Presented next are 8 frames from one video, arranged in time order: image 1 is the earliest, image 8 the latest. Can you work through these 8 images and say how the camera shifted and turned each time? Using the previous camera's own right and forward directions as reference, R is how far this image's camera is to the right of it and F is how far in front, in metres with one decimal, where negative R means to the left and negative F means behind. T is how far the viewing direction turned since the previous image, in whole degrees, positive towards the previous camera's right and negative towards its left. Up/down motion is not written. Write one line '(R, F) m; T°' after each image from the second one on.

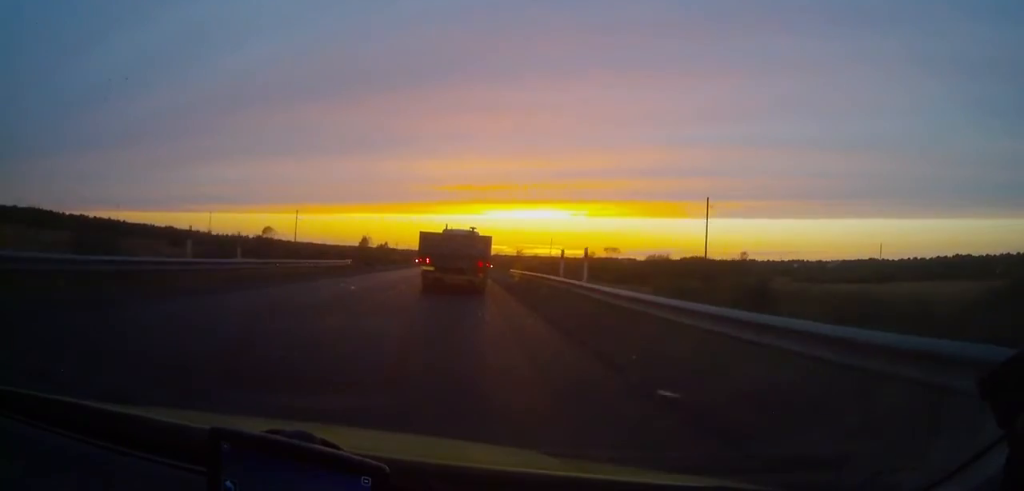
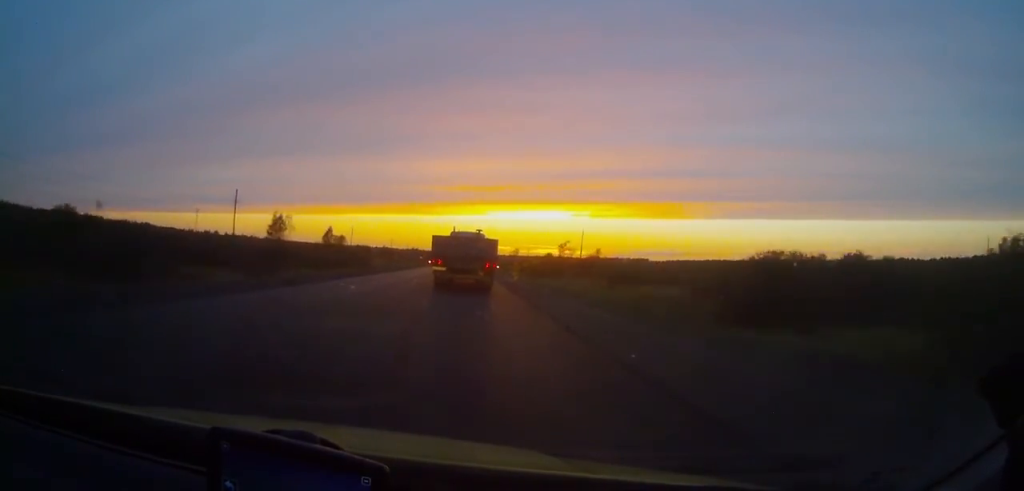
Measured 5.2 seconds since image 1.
(-0.3, +99.3) m; 0°
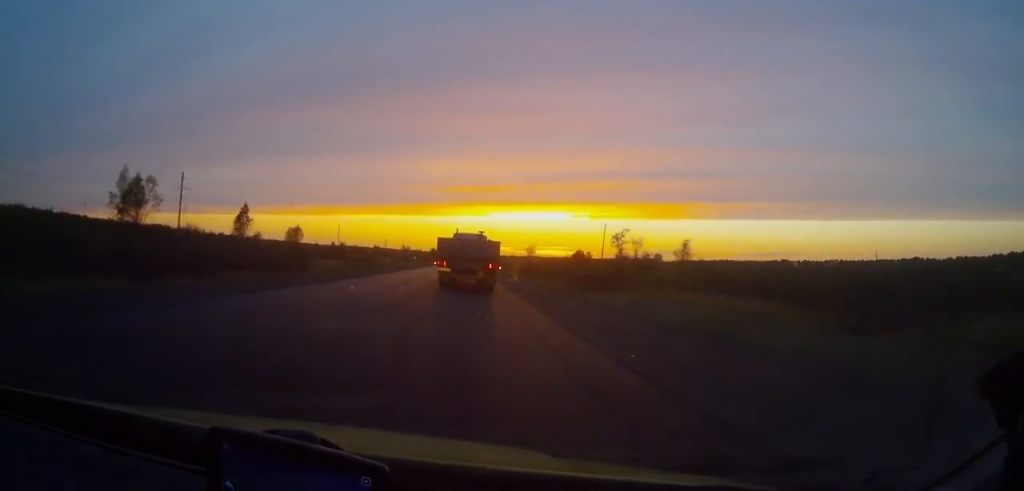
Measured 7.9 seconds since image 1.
(-0.1, +50.7) m; 0°
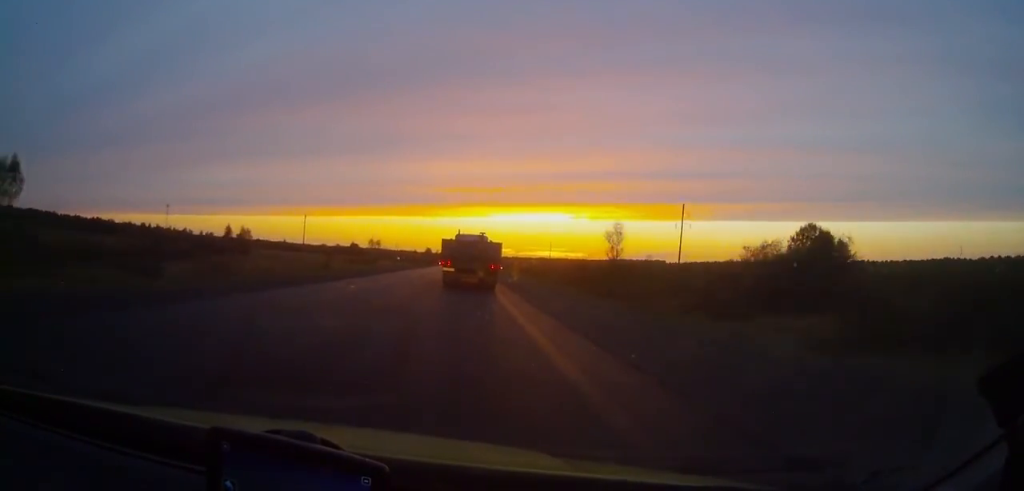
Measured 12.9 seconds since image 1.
(+0.5, +96.6) m; 0°
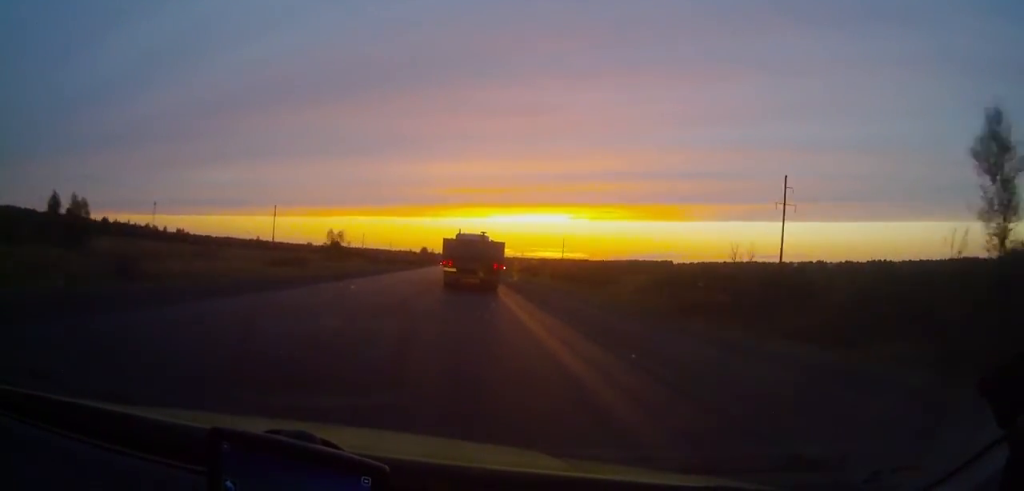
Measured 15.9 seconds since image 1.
(-0.1, +56.4) m; 0°
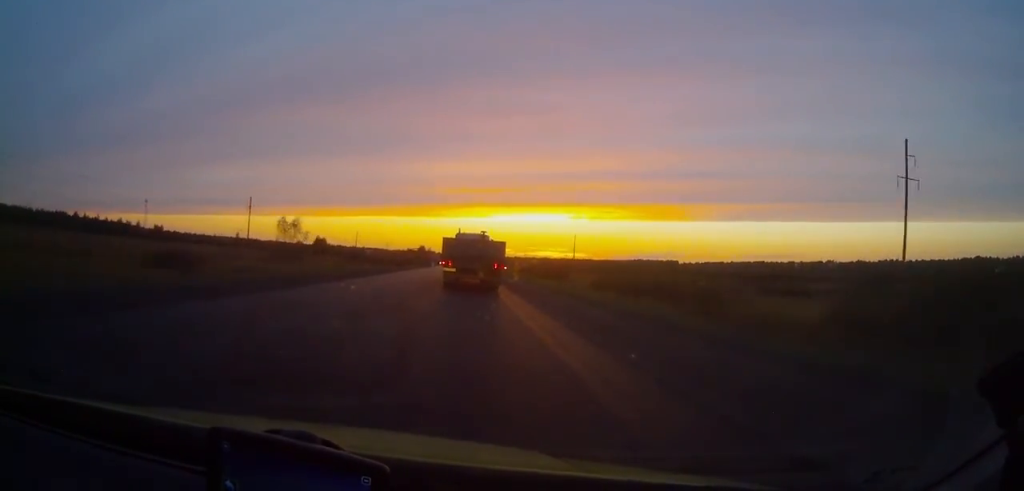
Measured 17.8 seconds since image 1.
(-0.2, +36.0) m; 0°
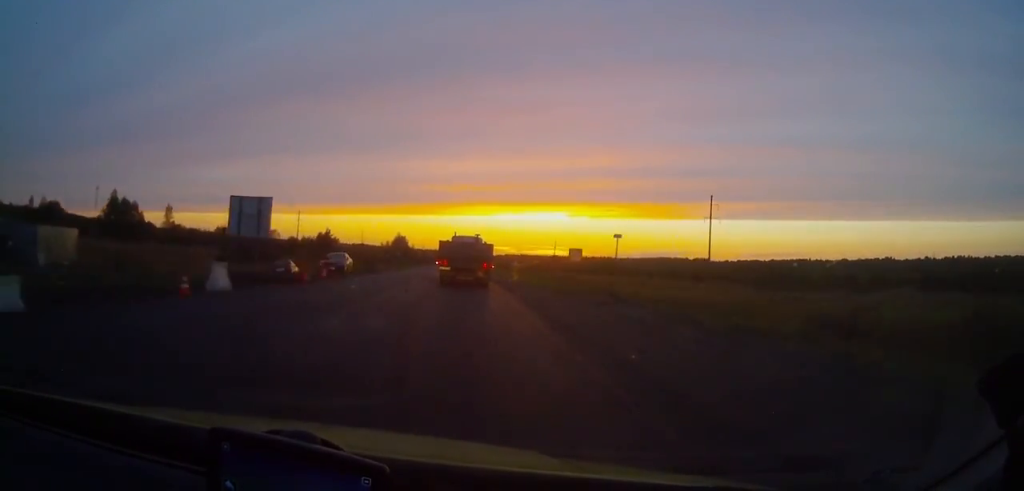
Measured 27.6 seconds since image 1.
(+0.1, +188.1) m; 0°
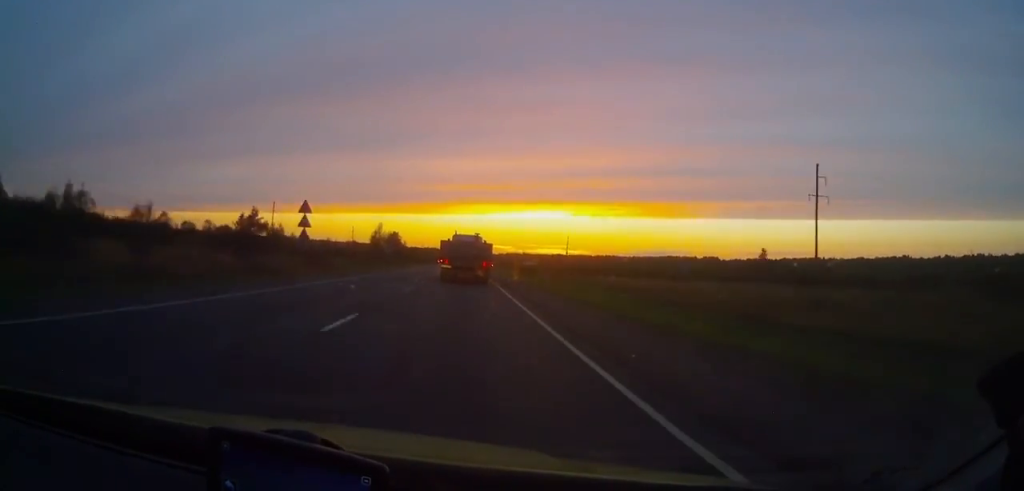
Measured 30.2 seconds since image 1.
(+0.1, +46.1) m; 0°
